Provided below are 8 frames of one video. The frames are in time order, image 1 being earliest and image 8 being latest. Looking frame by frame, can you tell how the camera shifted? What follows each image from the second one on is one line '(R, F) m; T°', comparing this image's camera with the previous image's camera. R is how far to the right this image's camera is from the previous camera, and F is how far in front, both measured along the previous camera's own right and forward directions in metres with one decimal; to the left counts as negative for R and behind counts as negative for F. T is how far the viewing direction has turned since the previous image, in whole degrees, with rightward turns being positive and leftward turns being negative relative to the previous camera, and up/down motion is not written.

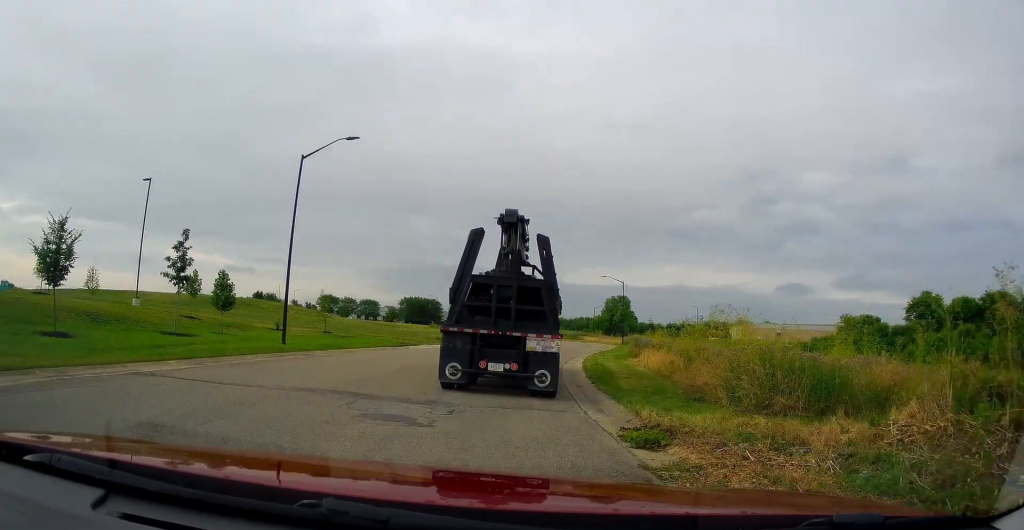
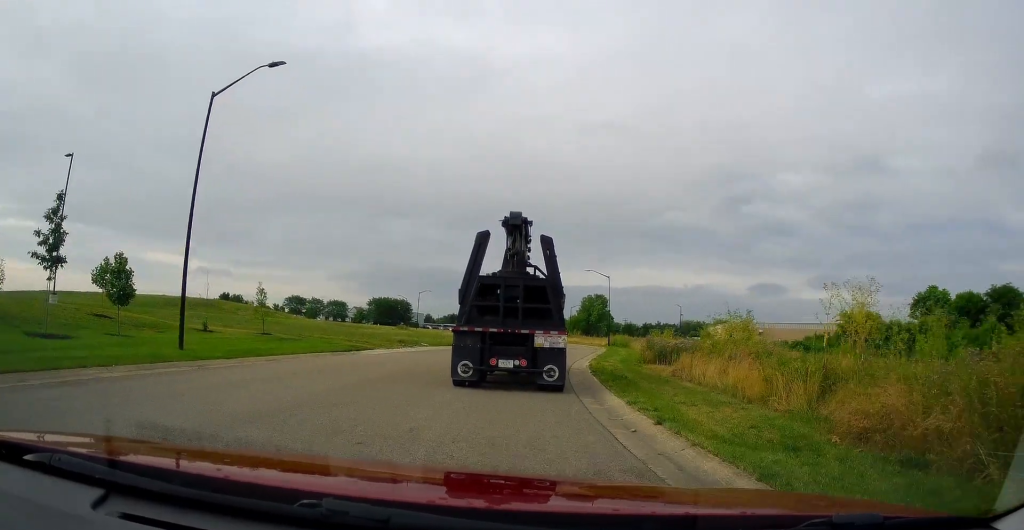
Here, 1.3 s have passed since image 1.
(-0.4, +7.9) m; +2°
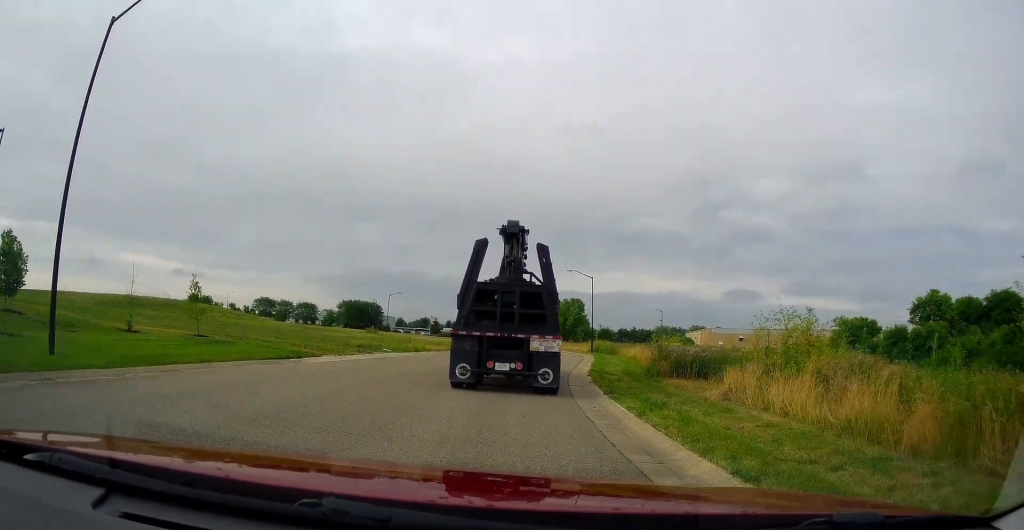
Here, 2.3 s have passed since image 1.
(+0.4, +5.8) m; +8°
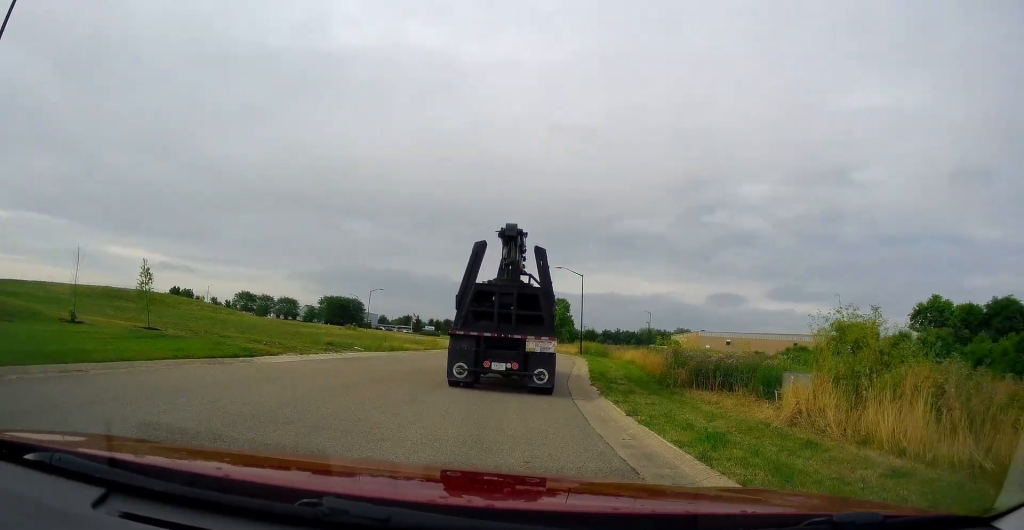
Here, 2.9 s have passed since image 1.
(+0.3, +3.7) m; +4°
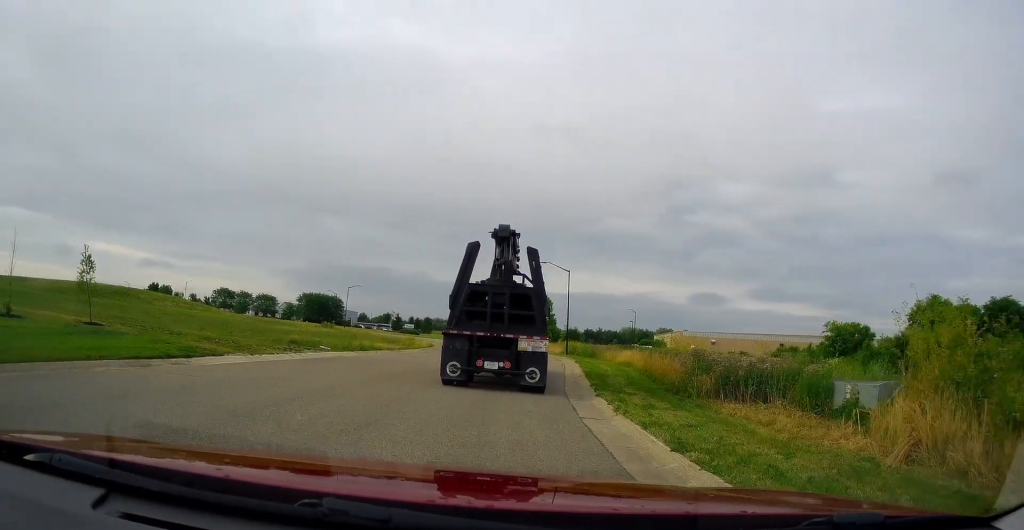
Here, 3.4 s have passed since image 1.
(0.0, +3.7) m; 0°
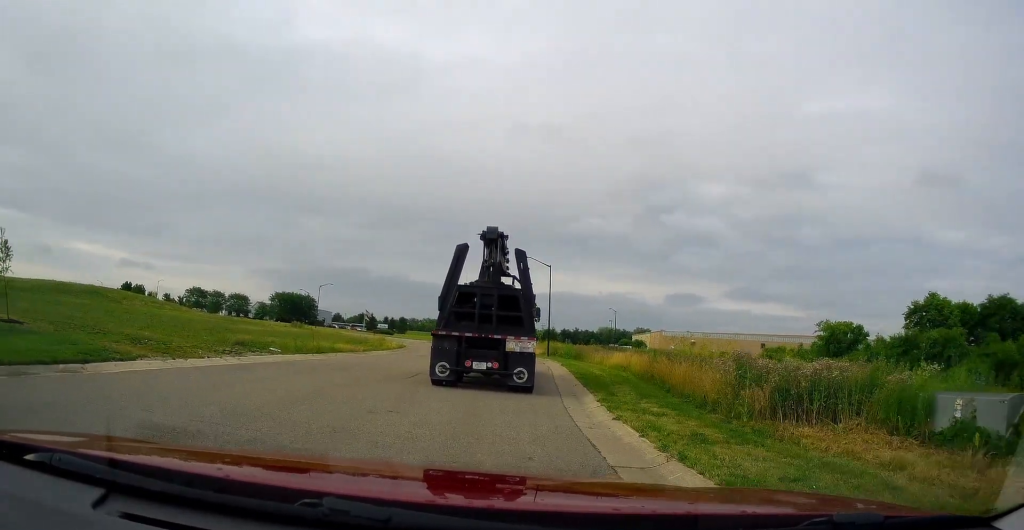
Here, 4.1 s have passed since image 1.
(0.0, +4.3) m; 0°
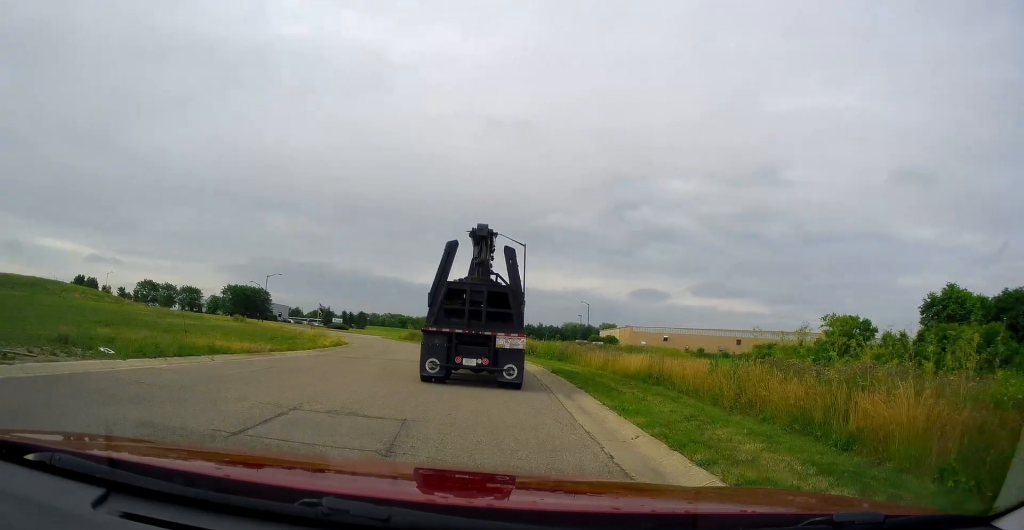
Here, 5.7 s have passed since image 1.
(0.0, +10.5) m; 0°
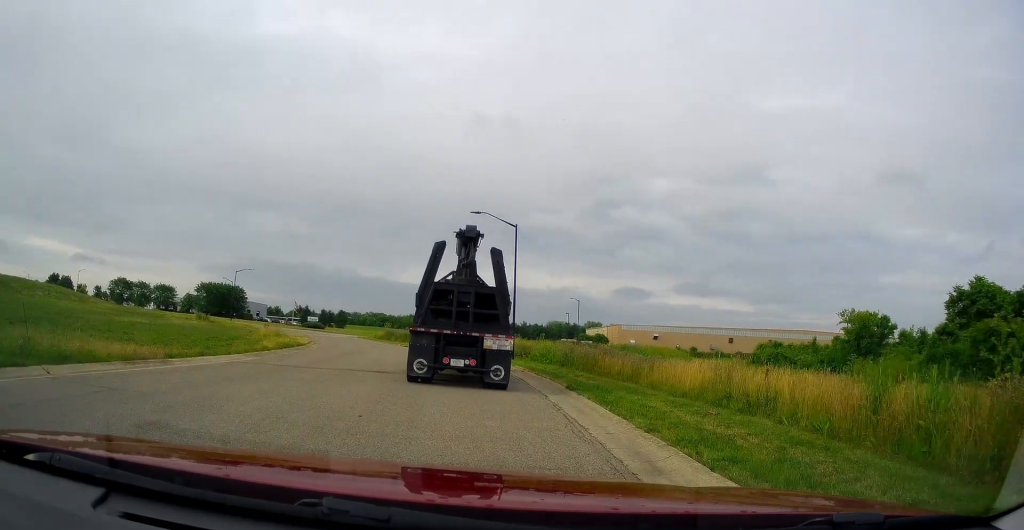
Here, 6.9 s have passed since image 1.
(+0.2, +7.4) m; +8°
